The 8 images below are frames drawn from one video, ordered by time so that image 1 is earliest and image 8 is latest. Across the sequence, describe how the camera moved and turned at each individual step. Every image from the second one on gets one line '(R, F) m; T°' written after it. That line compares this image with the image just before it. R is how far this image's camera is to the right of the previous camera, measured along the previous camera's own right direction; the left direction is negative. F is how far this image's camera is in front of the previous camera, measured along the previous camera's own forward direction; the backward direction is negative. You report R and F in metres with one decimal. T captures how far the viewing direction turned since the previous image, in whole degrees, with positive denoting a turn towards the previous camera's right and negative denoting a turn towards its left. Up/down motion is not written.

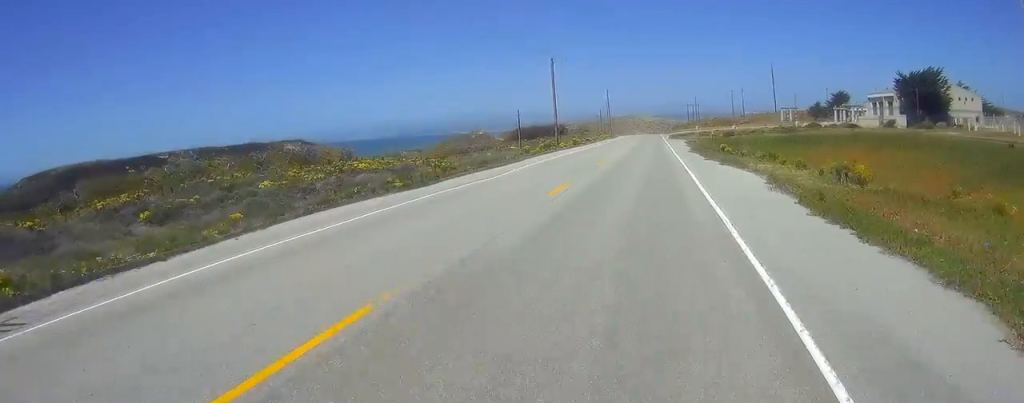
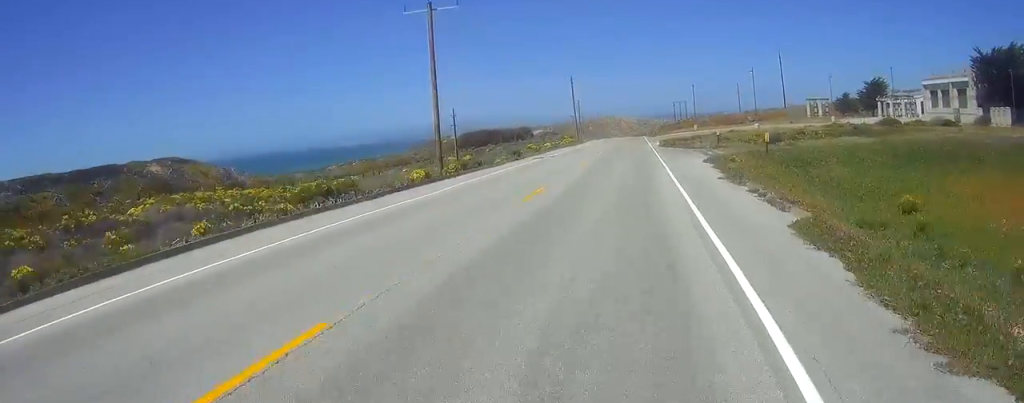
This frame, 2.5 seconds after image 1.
(0.0, +39.8) m; 0°
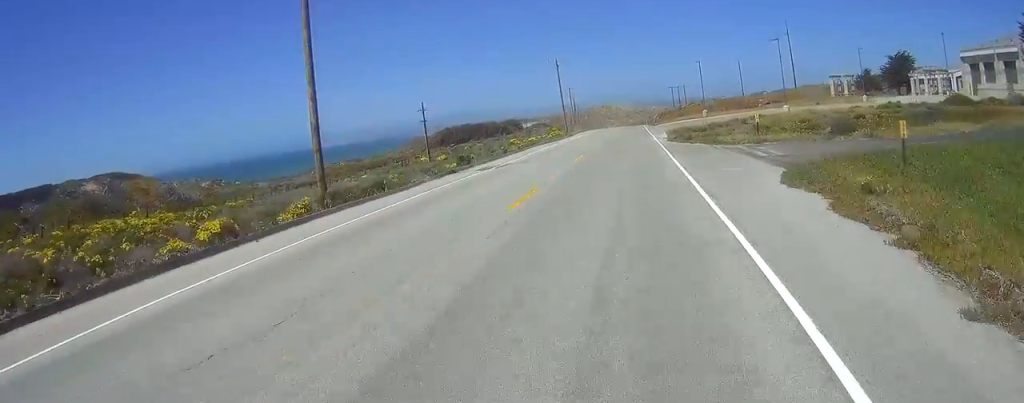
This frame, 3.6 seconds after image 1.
(0.0, +16.8) m; 0°
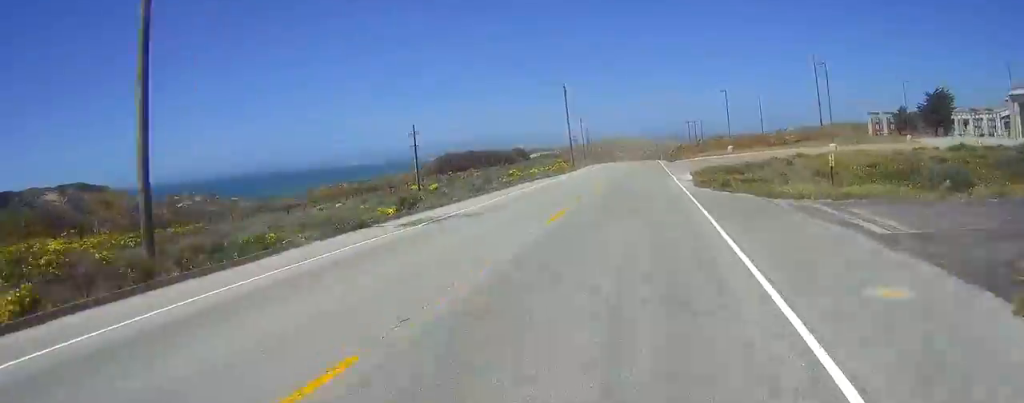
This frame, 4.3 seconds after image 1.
(0.0, +11.1) m; 0°
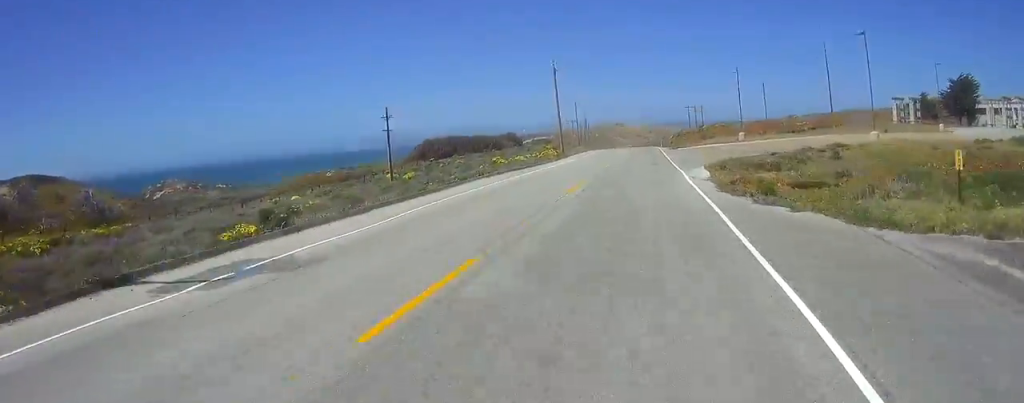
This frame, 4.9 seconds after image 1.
(0.0, +10.0) m; 0°
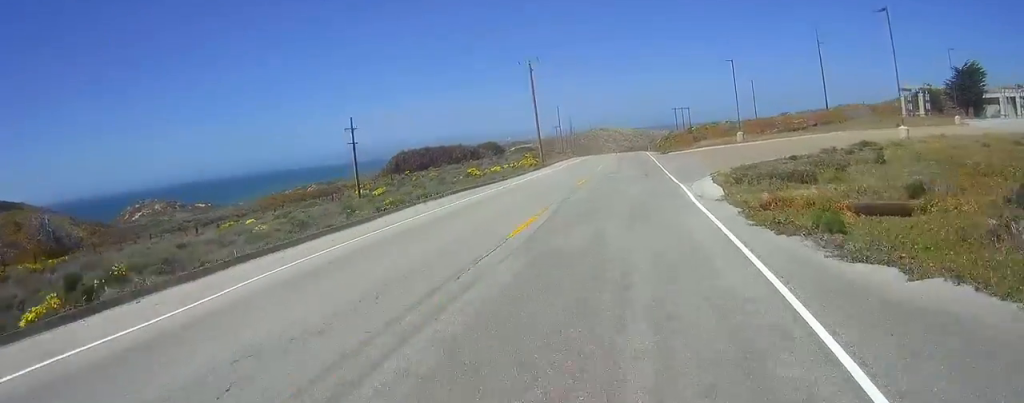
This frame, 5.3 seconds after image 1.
(0.0, +6.7) m; 0°
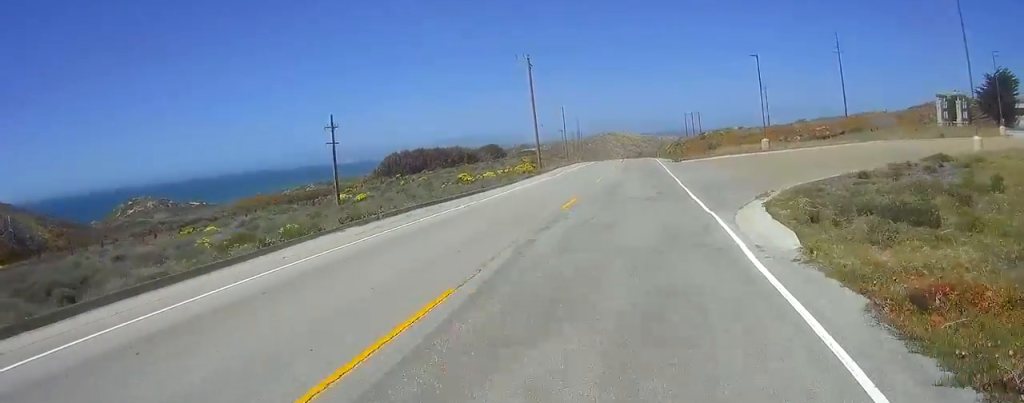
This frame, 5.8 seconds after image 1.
(0.0, +7.7) m; 0°
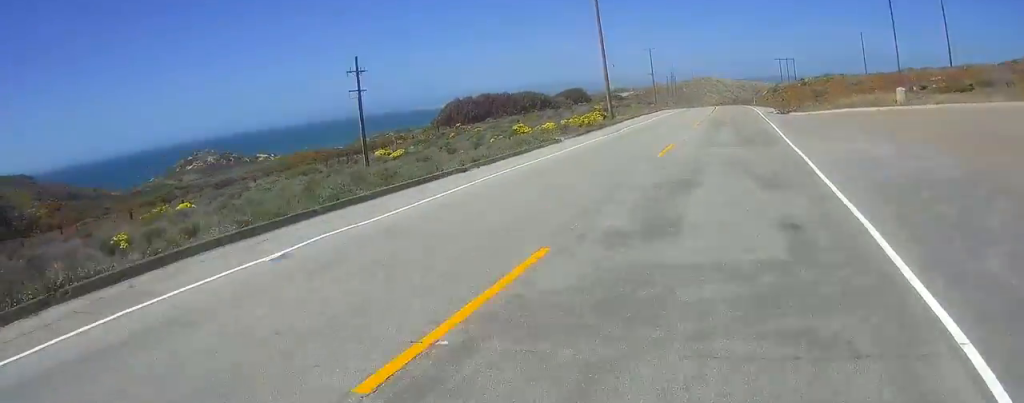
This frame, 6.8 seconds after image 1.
(+0.1, +14.3) m; 0°
